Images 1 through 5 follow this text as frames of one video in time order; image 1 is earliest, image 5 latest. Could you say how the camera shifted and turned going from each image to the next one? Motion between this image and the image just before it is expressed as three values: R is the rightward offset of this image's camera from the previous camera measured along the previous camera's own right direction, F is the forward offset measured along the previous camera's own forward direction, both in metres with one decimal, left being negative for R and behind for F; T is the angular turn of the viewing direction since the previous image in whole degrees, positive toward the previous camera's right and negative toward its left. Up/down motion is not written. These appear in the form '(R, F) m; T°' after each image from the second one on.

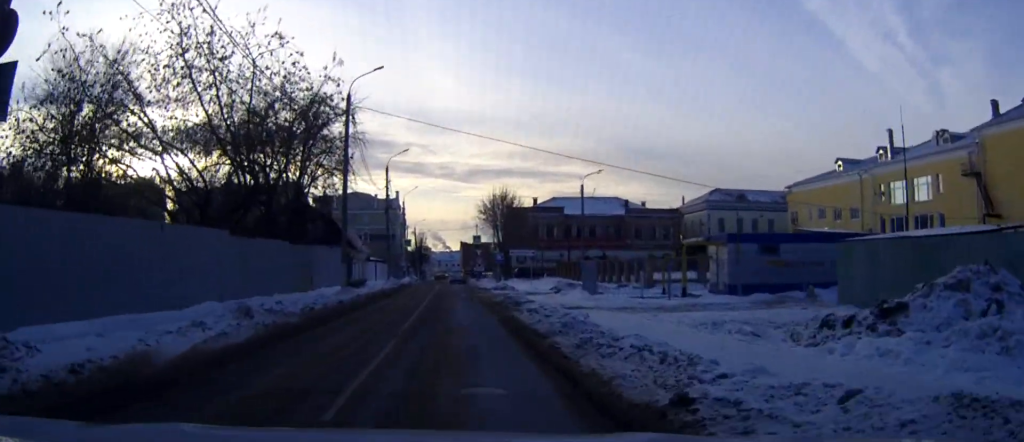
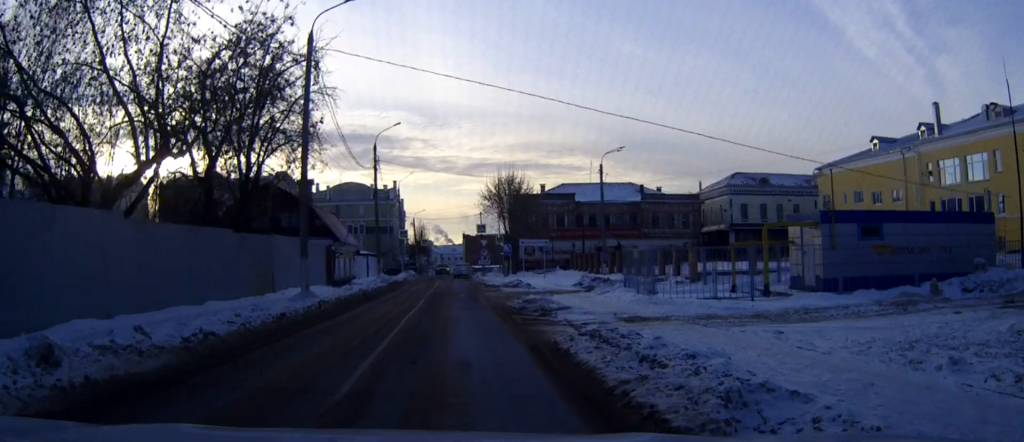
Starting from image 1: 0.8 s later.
(-0.1, +9.2) m; 0°
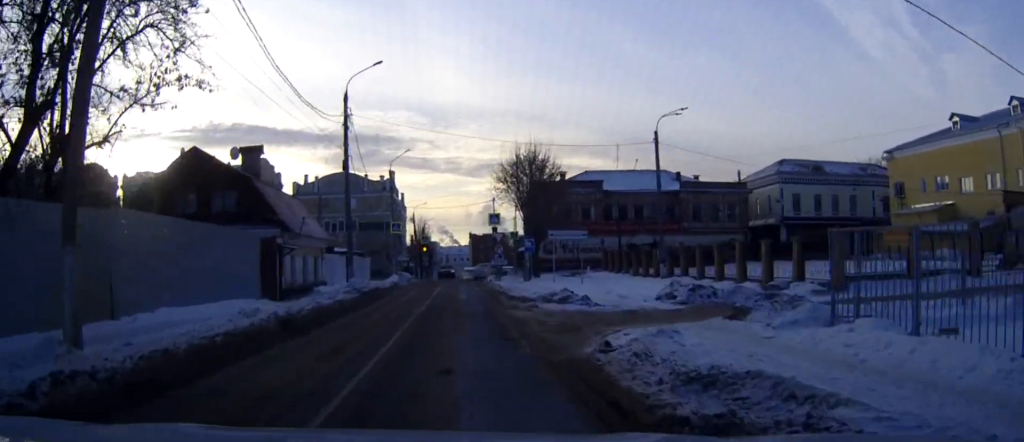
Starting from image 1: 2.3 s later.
(0.0, +16.1) m; 0°
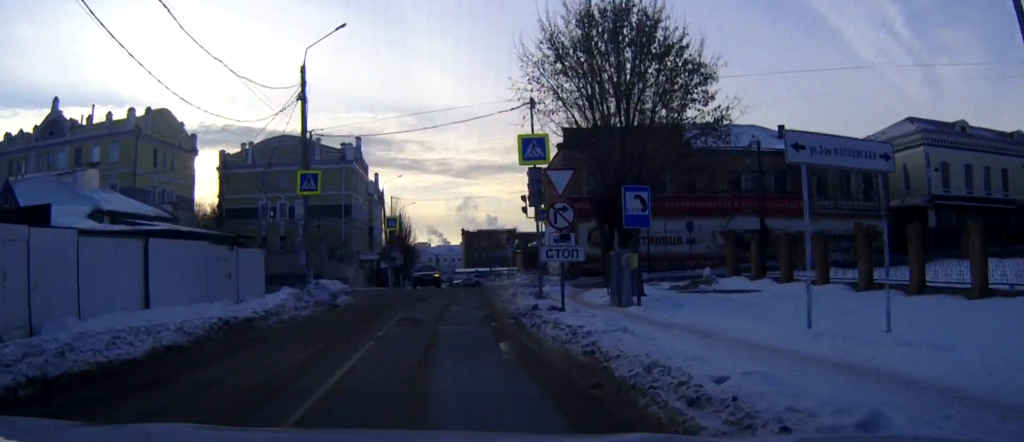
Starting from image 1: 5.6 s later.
(+0.4, +33.1) m; +1°
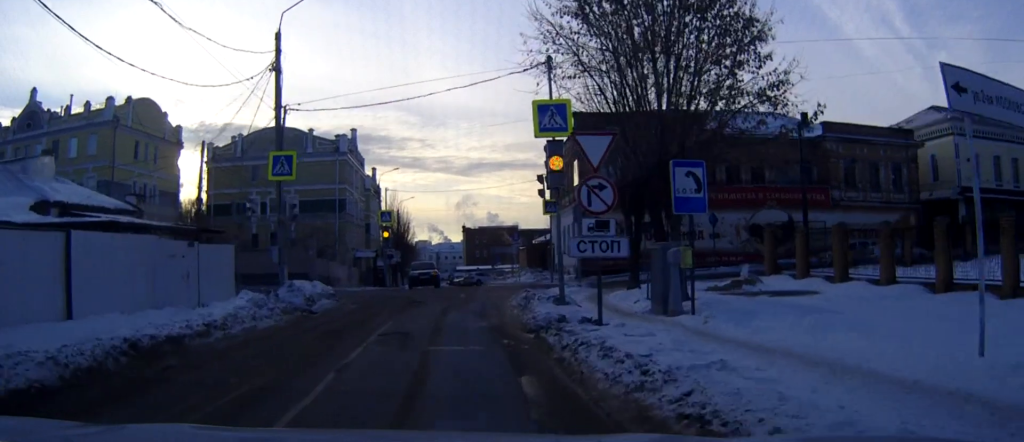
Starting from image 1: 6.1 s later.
(0.0, +4.4) m; 0°
